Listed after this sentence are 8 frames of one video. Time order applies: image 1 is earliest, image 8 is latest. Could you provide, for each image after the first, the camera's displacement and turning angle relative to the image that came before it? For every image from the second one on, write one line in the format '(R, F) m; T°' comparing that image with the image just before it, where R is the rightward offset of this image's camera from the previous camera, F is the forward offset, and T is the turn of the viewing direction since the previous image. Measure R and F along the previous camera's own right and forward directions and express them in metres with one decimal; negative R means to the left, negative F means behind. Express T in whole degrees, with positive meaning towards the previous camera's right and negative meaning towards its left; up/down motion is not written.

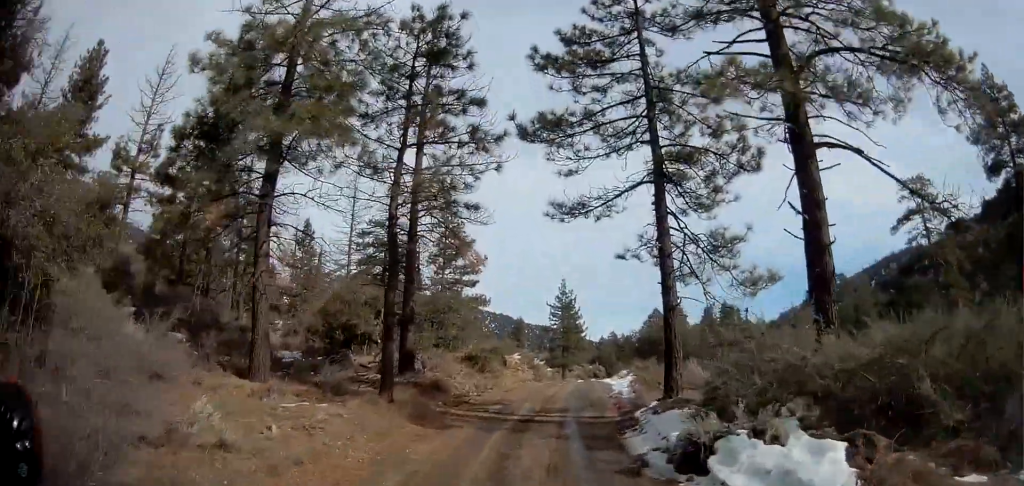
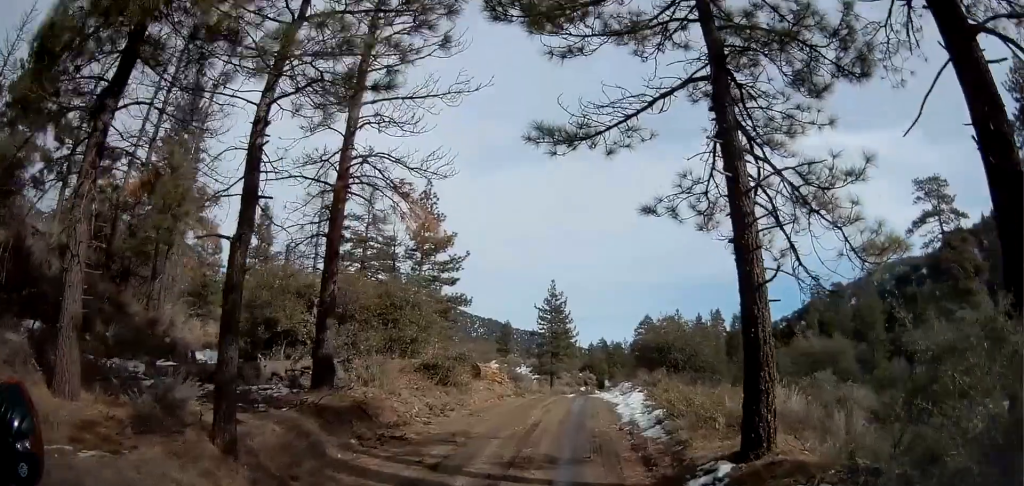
(-0.1, +6.4) m; -1°
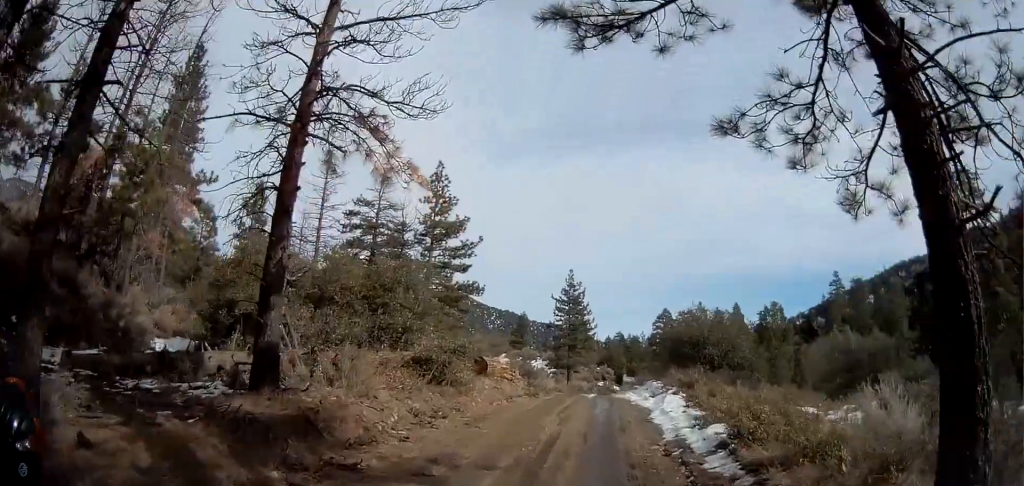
(0.0, +3.6) m; +1°
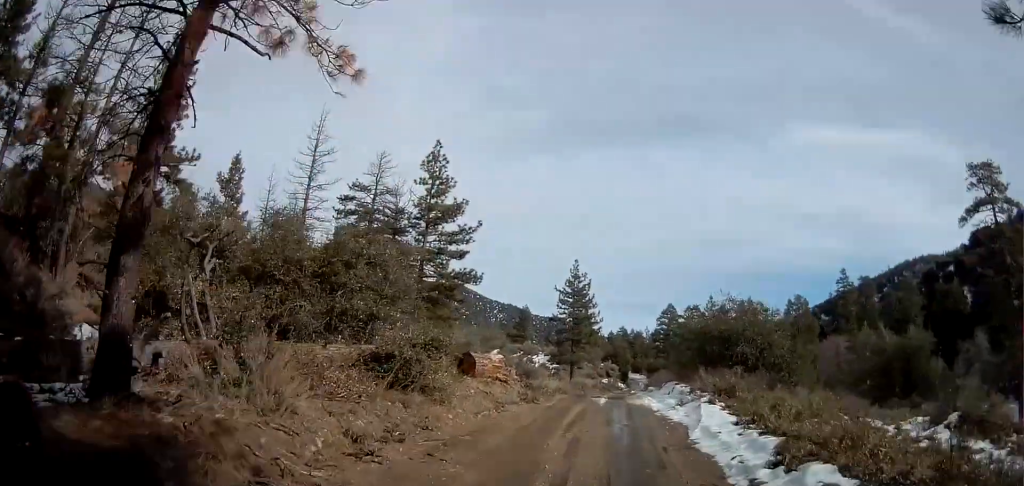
(0.0, +4.1) m; +2°
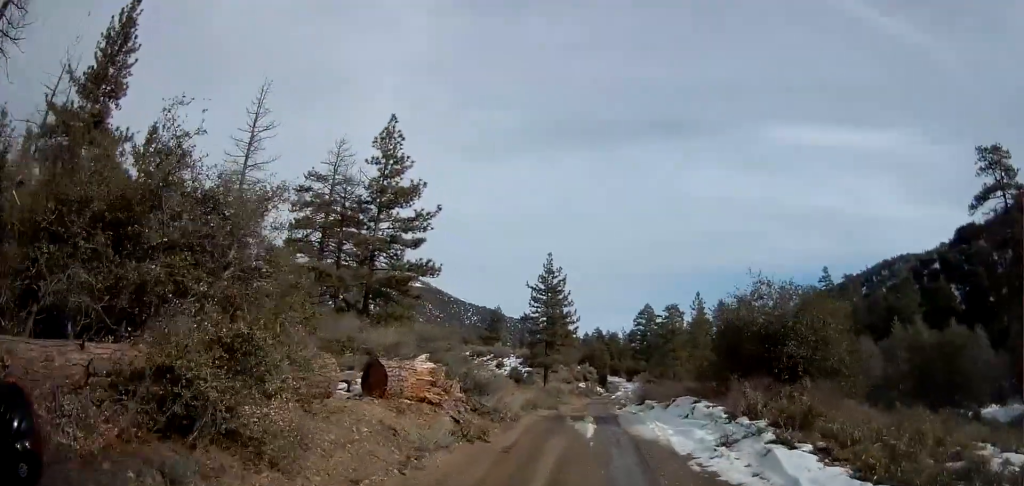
(+0.2, +6.9) m; +2°
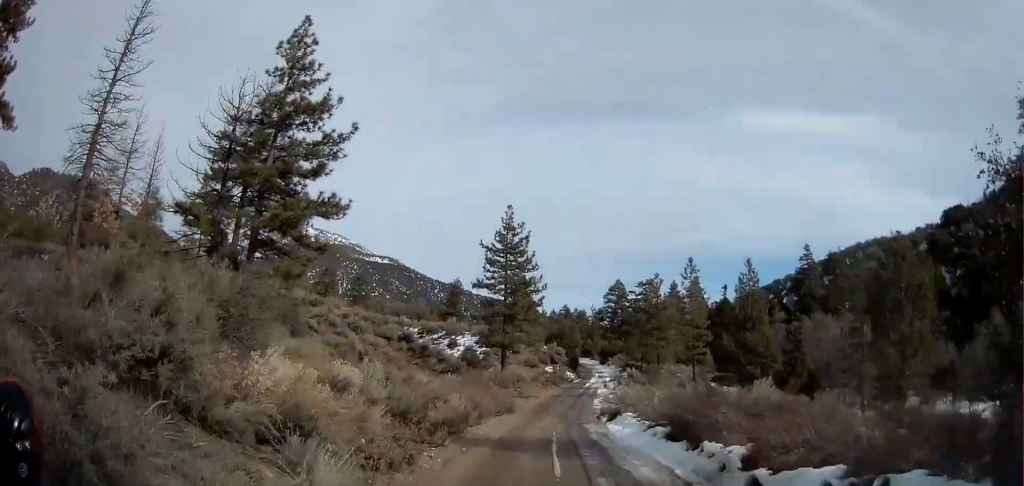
(0.0, +13.4) m; 0°
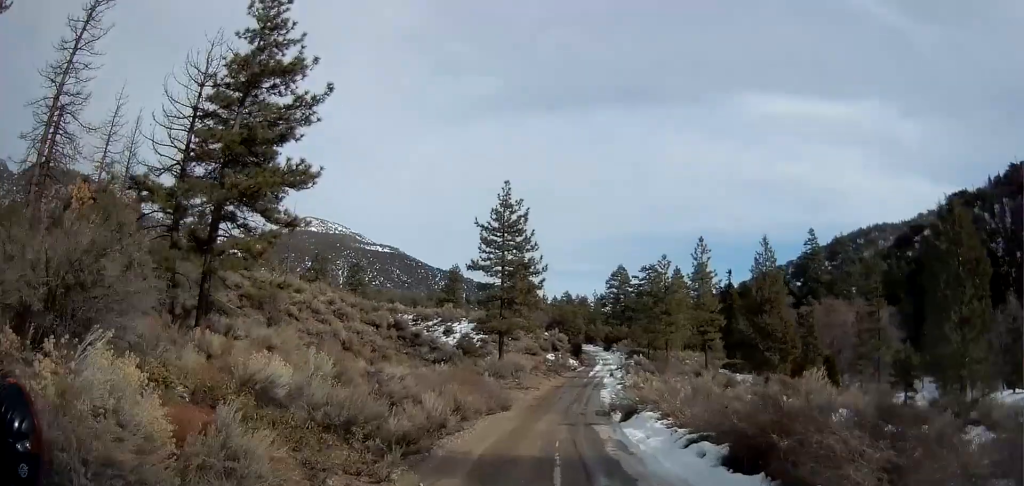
(0.0, +4.2) m; +1°
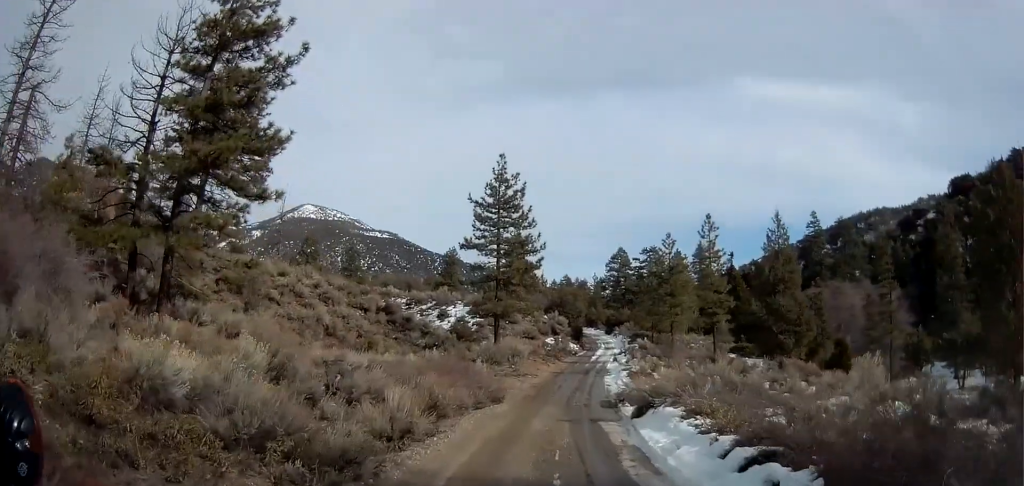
(0.0, +3.2) m; +1°
